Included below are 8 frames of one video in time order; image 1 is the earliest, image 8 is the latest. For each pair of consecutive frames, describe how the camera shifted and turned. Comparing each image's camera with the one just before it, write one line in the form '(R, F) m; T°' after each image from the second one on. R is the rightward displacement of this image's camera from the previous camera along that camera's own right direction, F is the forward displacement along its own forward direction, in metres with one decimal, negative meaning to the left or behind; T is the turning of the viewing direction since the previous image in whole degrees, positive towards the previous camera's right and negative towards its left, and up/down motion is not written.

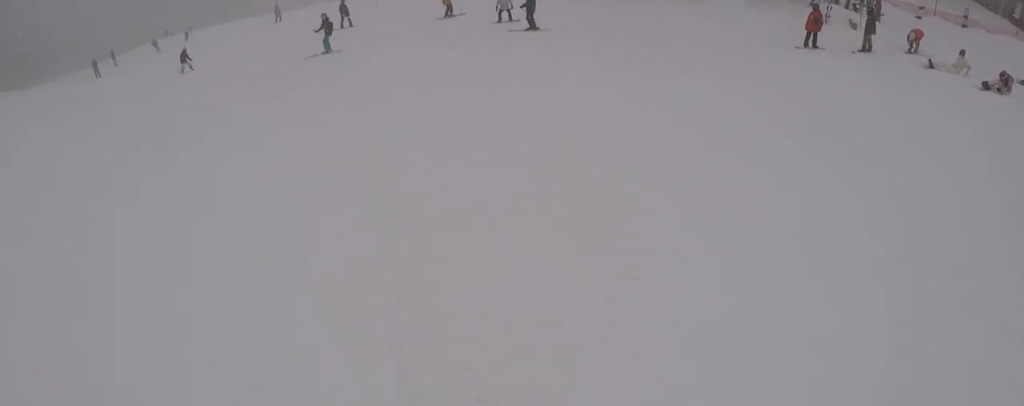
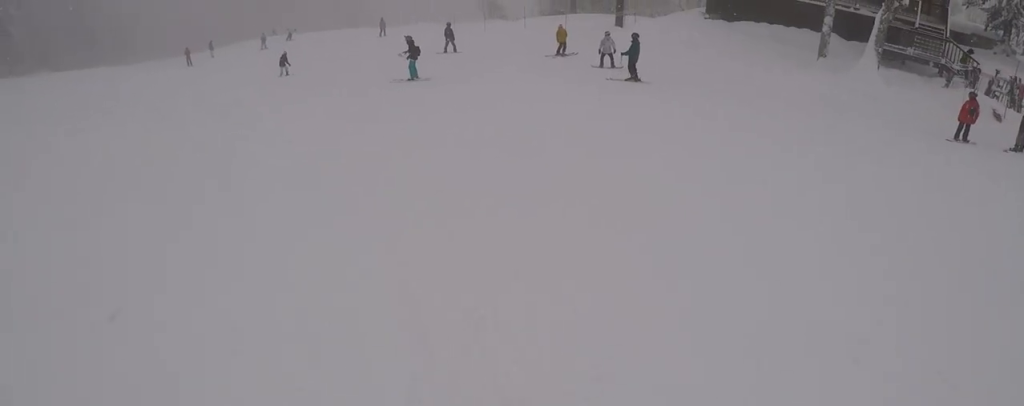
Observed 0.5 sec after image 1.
(+0.2, +2.5) m; -11°
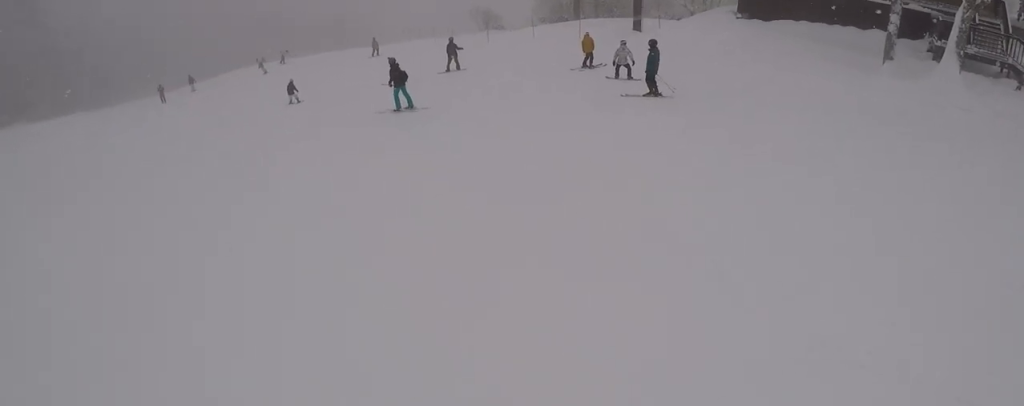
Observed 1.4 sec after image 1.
(-0.6, +3.5) m; -16°
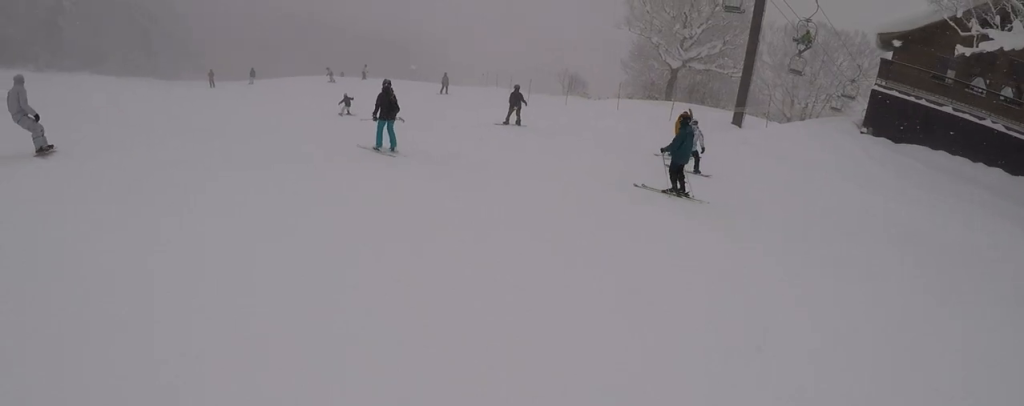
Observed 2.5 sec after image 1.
(-1.0, +5.4) m; -6°
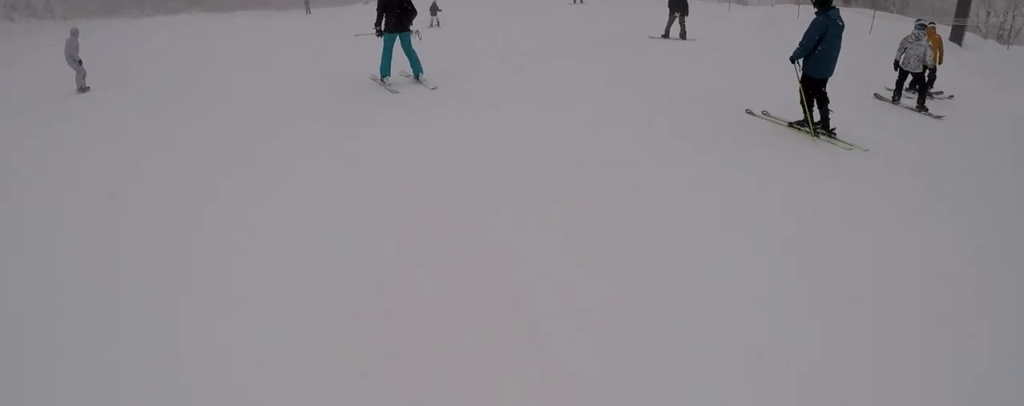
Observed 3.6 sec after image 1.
(+0.3, +5.6) m; -16°
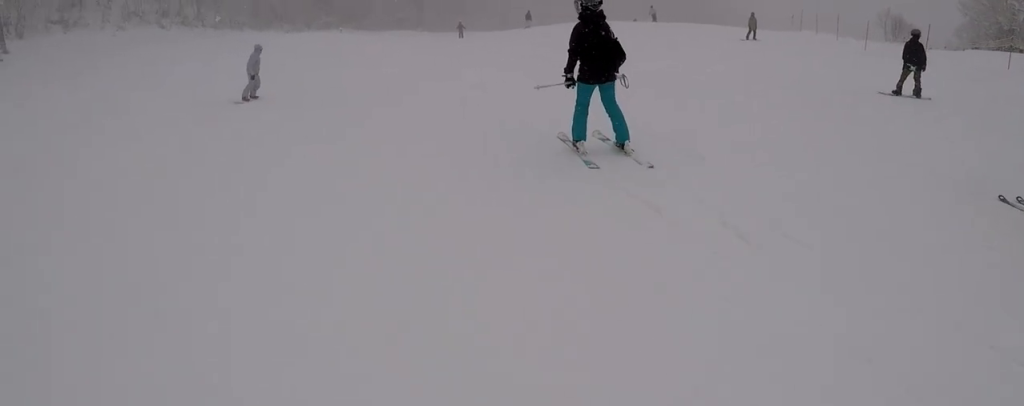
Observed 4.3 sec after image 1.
(-0.5, +2.8) m; -17°
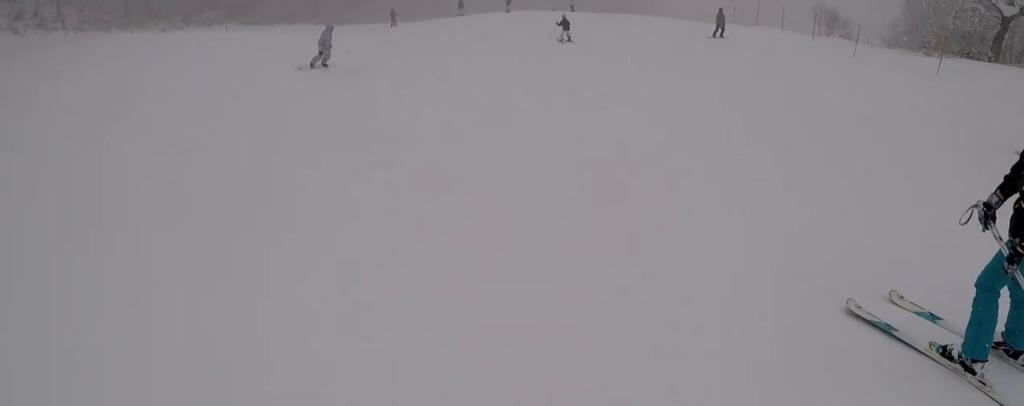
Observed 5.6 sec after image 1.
(-2.1, +6.8) m; -10°
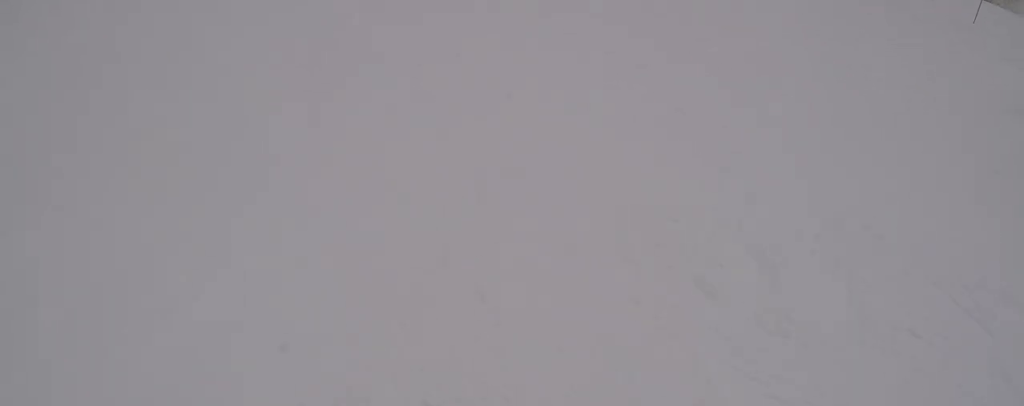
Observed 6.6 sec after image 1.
(+0.6, +5.1) m; +20°
